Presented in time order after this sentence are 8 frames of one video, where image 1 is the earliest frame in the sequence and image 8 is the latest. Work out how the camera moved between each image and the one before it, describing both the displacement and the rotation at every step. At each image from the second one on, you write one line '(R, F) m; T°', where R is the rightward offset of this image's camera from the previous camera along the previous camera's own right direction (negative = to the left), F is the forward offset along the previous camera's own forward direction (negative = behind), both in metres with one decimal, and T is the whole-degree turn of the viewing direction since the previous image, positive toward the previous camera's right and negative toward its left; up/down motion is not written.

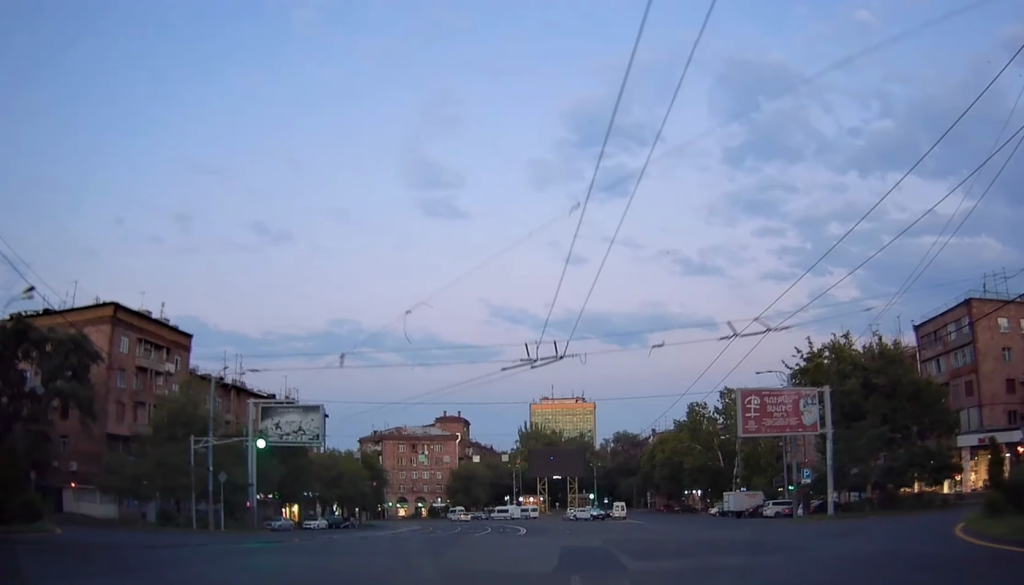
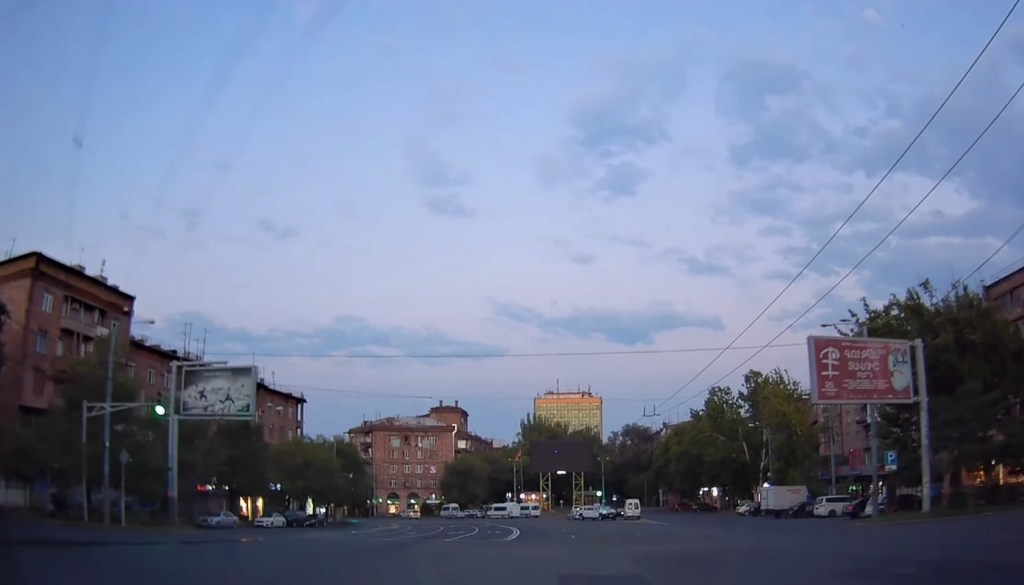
(-0.5, +13.7) m; -1°
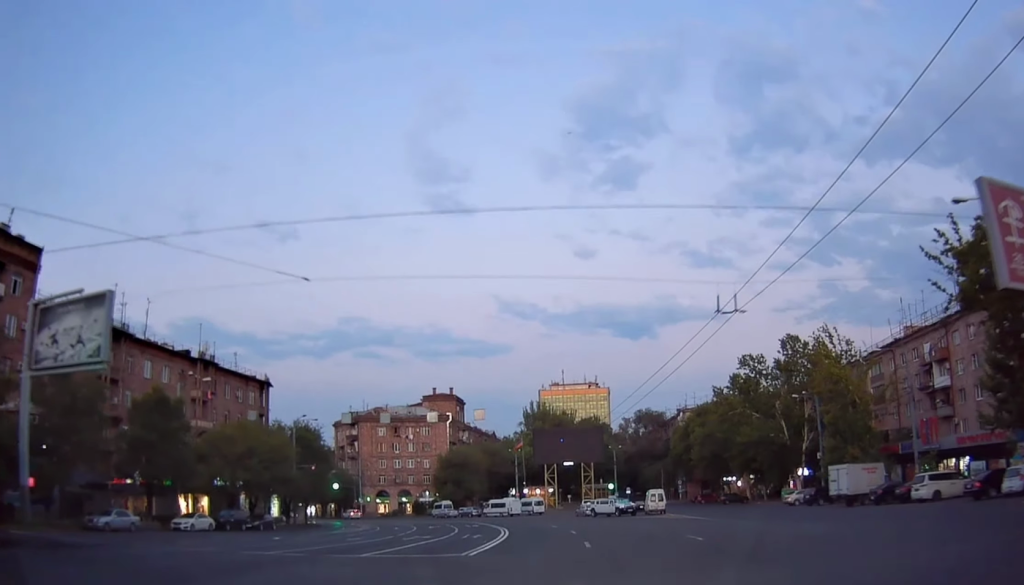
(+0.3, +15.8) m; 0°
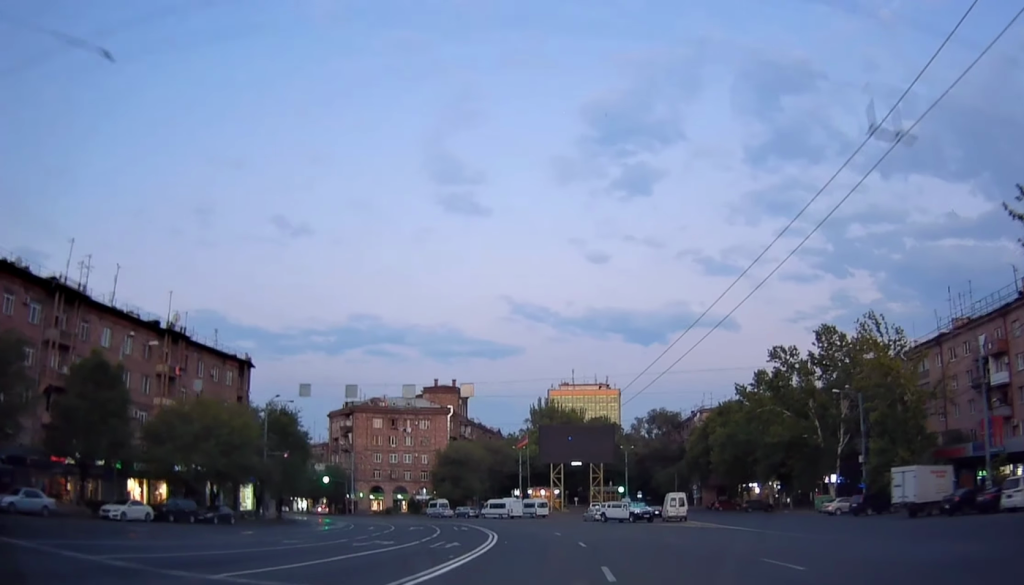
(-0.5, +9.1) m; +1°
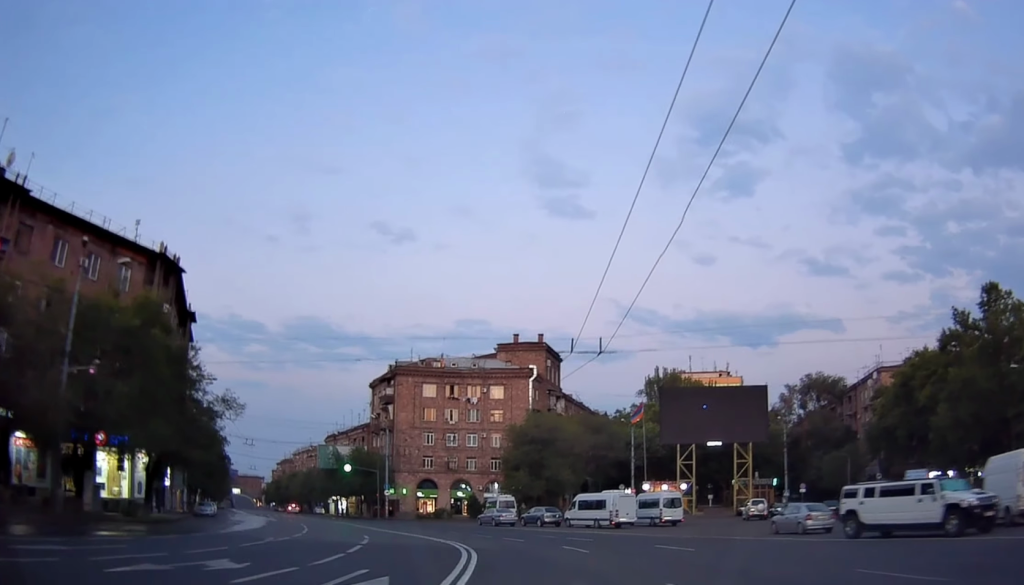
(-1.3, +40.2) m; -9°
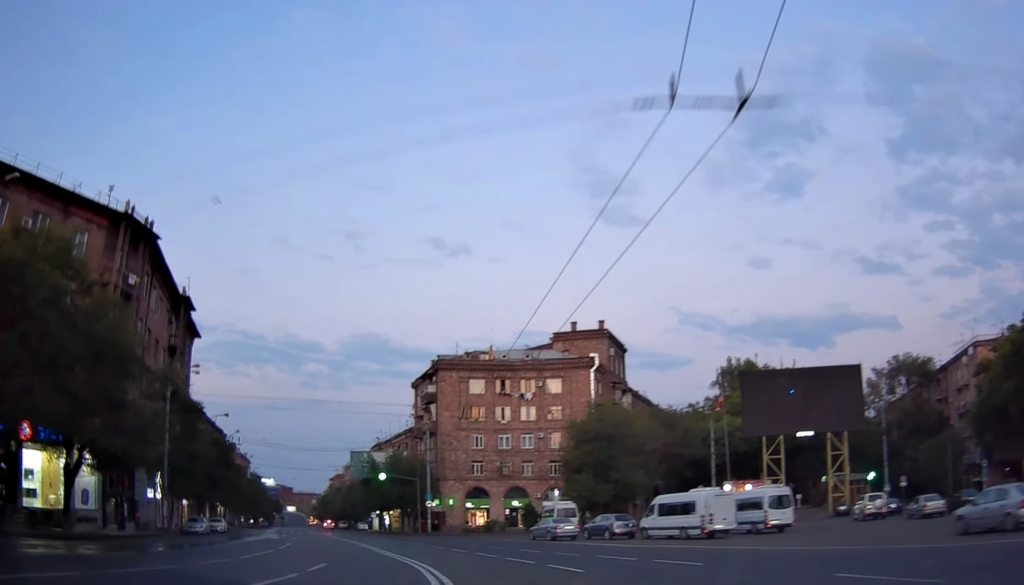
(-0.6, +12.3) m; -6°
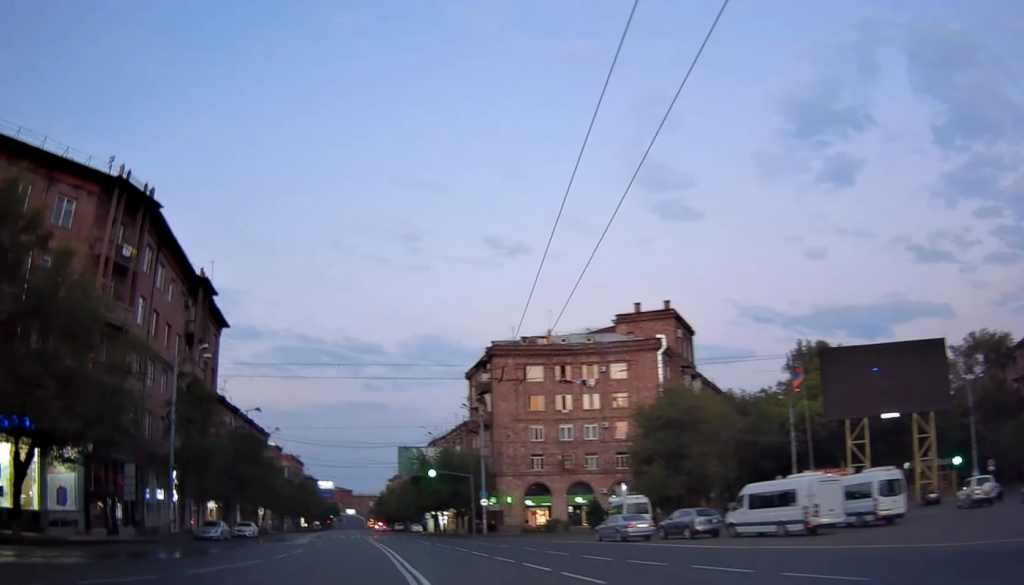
(0.0, +6.7) m; -4°
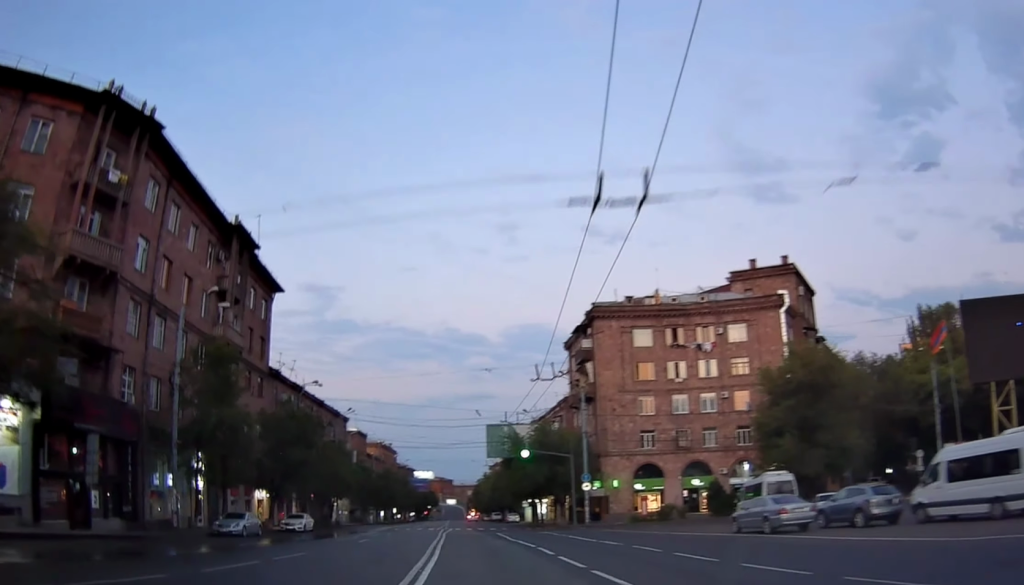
(-0.7, +10.6) m; -6°
